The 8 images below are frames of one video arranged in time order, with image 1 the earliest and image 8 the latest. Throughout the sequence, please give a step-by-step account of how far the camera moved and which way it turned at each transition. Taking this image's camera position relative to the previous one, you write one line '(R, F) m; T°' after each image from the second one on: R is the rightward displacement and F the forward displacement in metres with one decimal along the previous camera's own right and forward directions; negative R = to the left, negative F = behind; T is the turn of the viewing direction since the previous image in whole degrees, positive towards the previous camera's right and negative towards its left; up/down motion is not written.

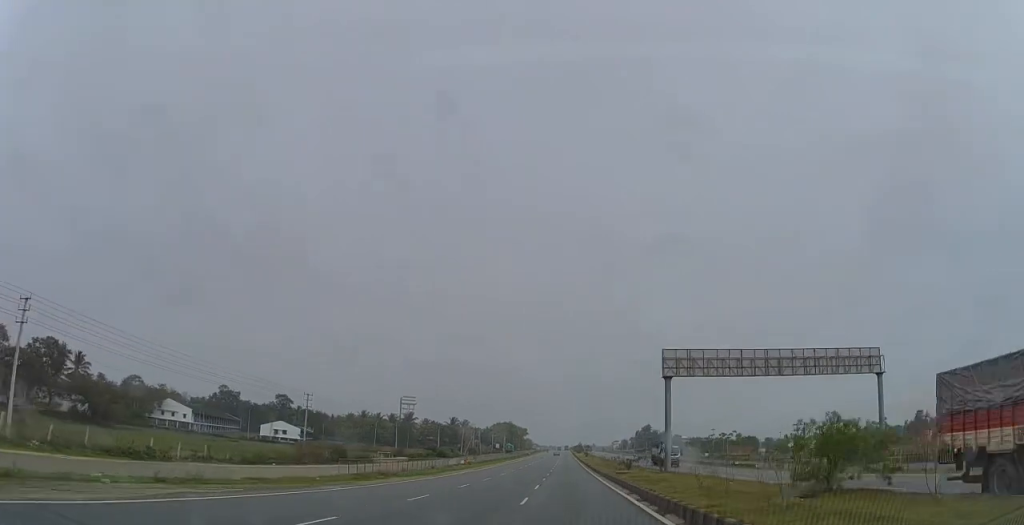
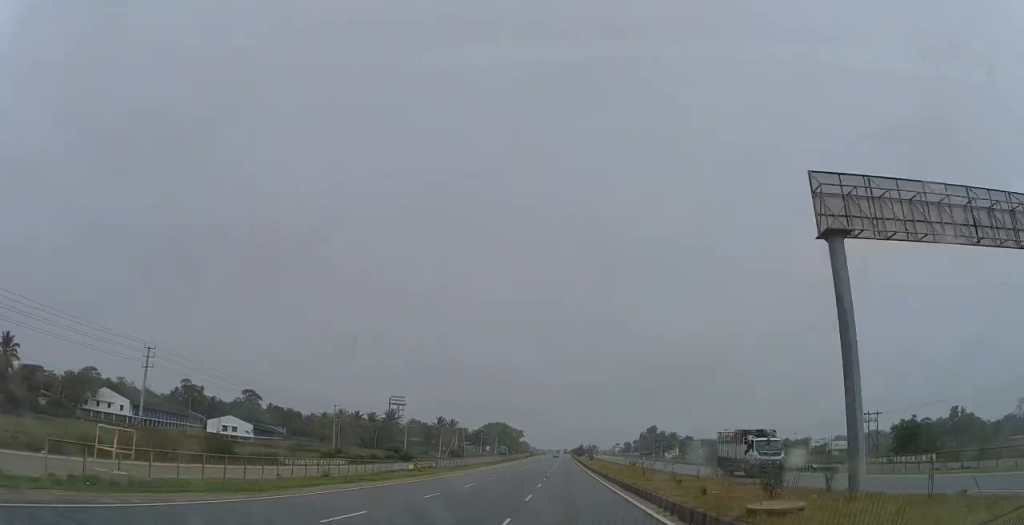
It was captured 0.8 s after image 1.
(-0.1, +25.0) m; 0°
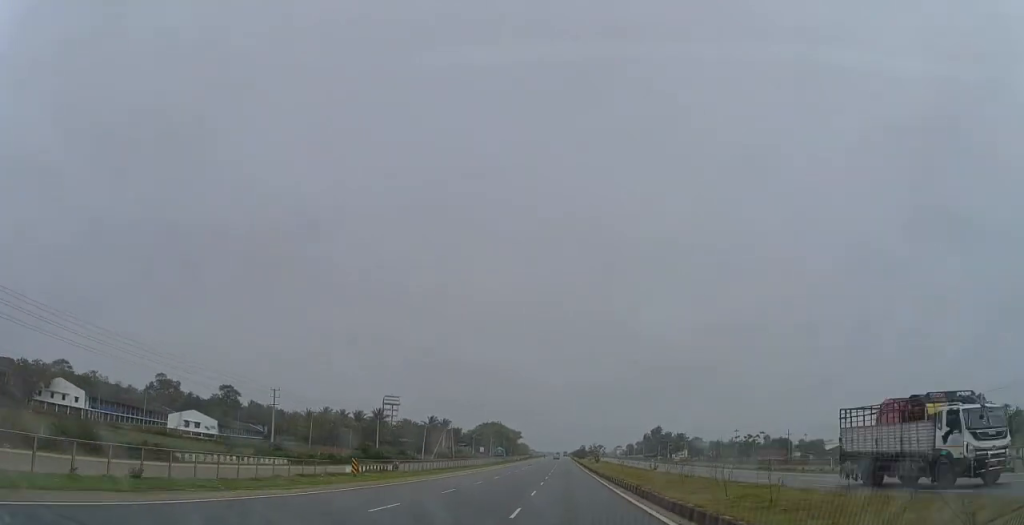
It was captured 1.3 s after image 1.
(-0.1, +15.0) m; 0°
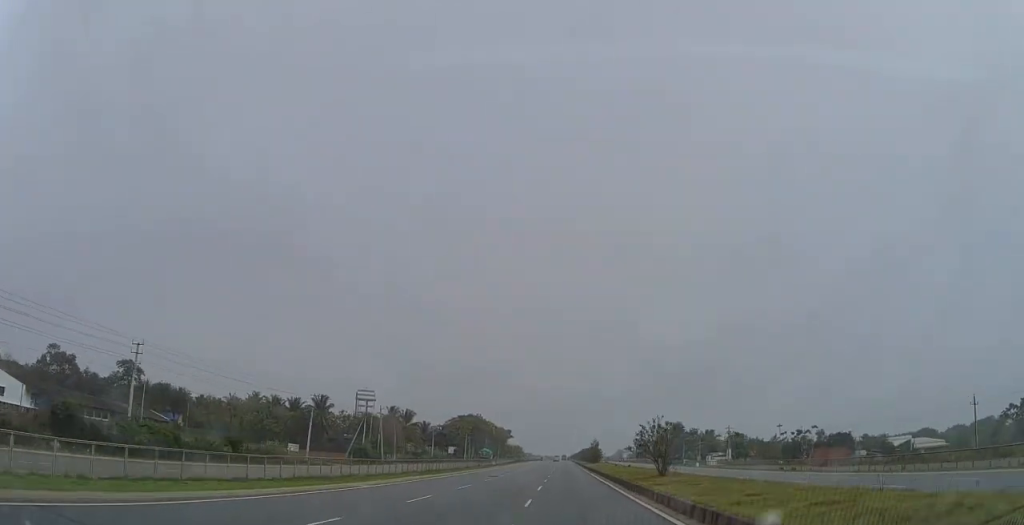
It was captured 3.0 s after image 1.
(+0.2, +50.8) m; 0°
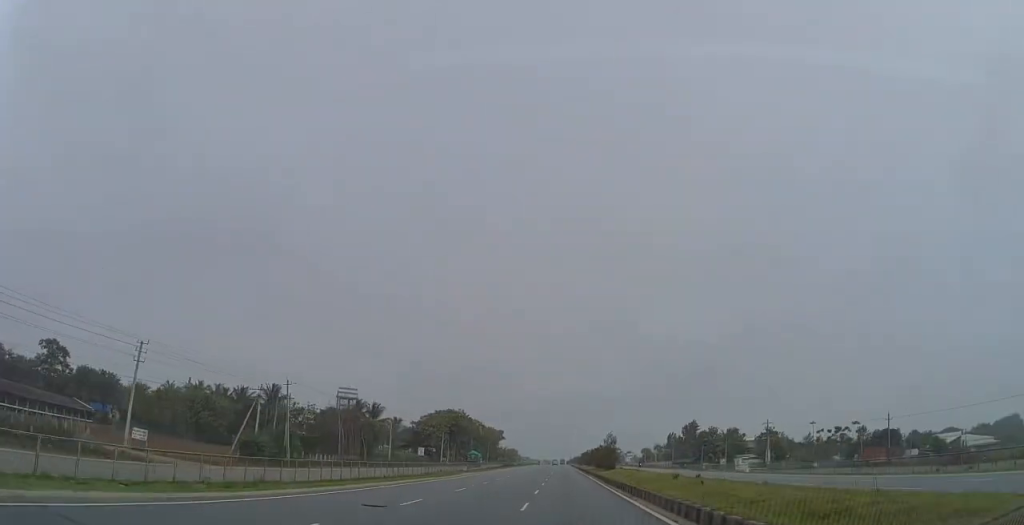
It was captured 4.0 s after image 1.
(+0.1, +27.8) m; 0°
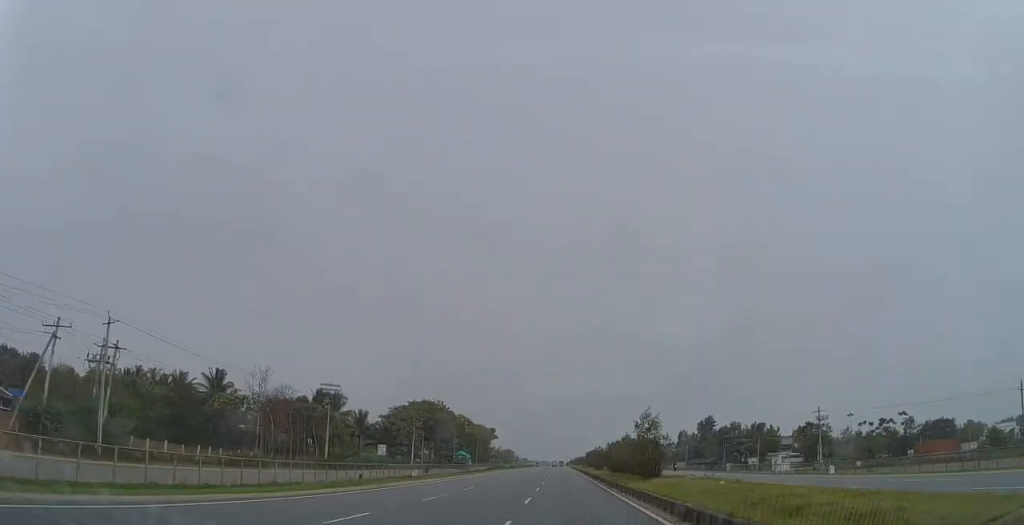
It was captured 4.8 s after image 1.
(0.0, +23.8) m; 0°
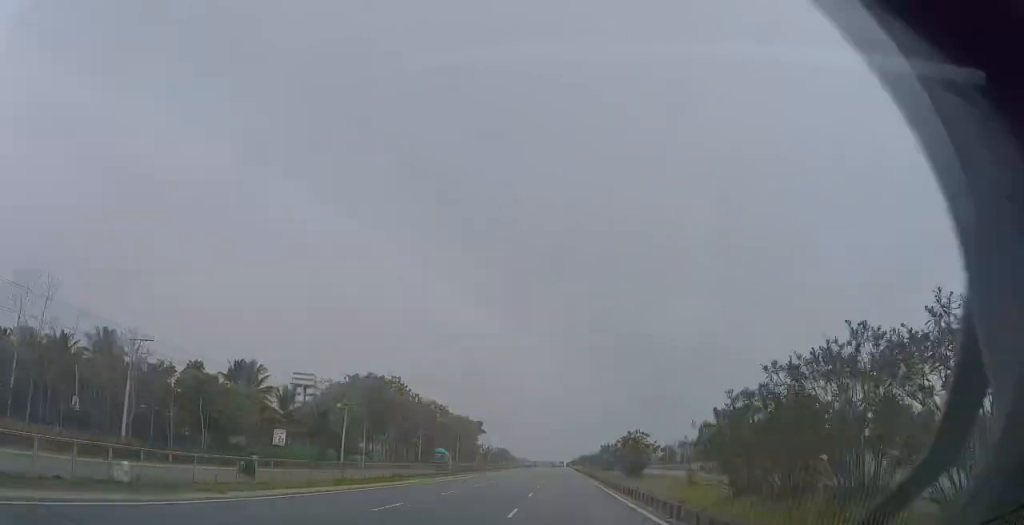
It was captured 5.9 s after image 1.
(0.0, +32.6) m; 0°
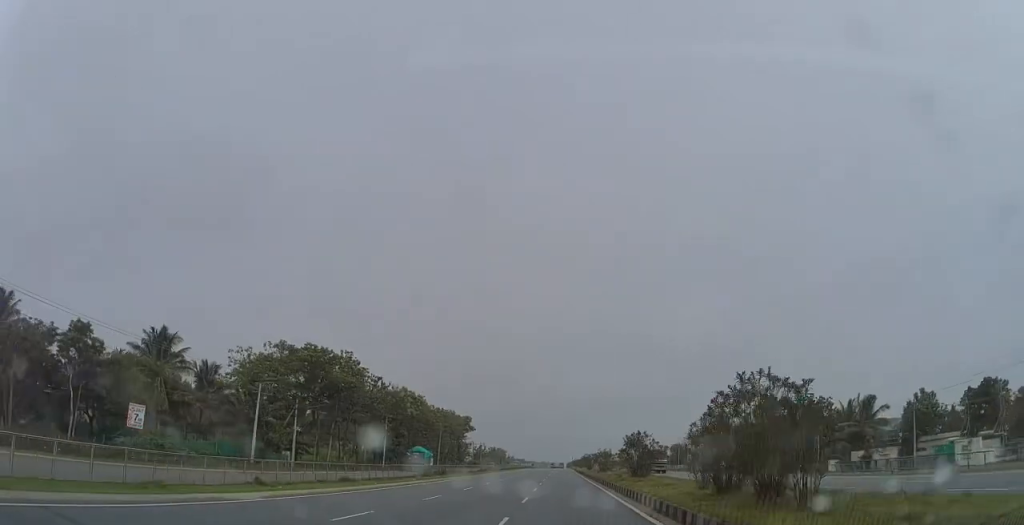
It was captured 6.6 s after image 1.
(0.0, +20.8) m; 0°
